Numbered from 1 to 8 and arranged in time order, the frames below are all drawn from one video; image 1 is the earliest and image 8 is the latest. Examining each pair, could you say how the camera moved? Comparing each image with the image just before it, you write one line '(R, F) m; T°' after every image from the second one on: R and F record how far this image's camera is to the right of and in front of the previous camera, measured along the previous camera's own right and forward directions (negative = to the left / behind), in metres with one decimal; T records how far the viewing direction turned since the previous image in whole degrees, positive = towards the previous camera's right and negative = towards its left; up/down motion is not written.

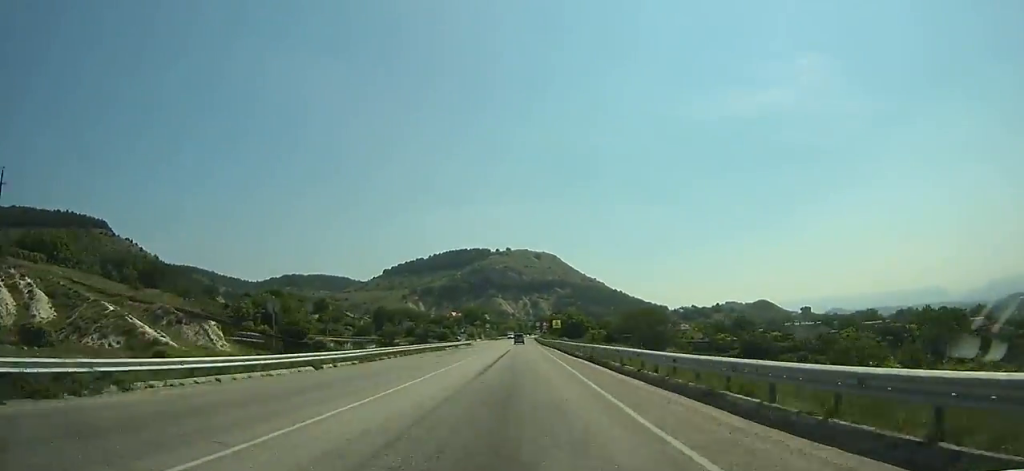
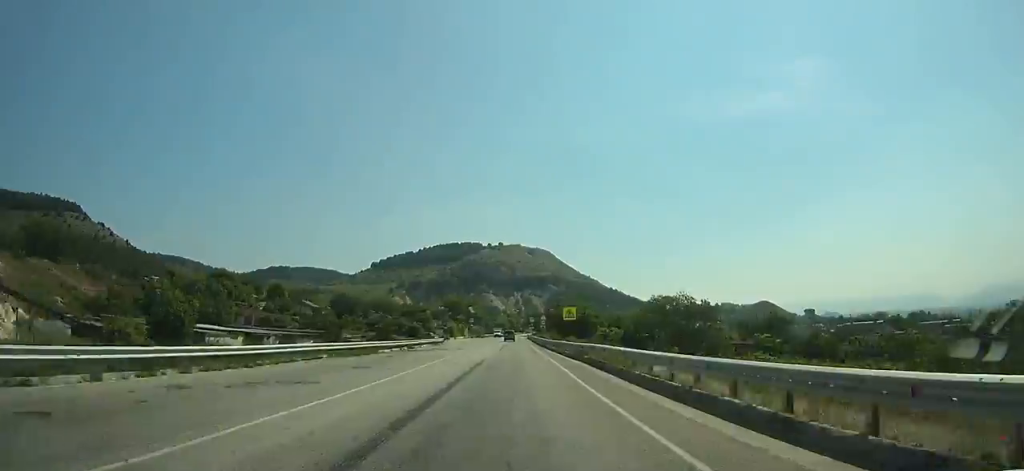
(+0.3, +28.0) m; 0°
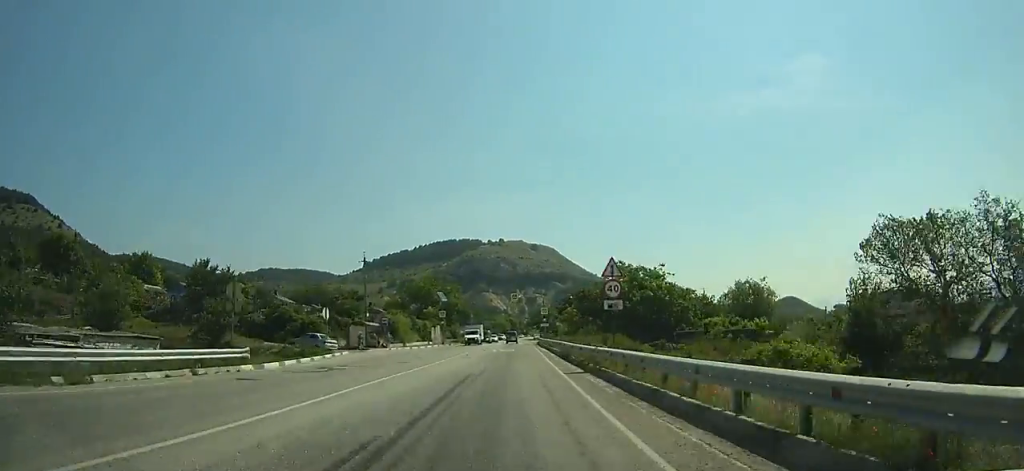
(+0.2, +58.6) m; 0°
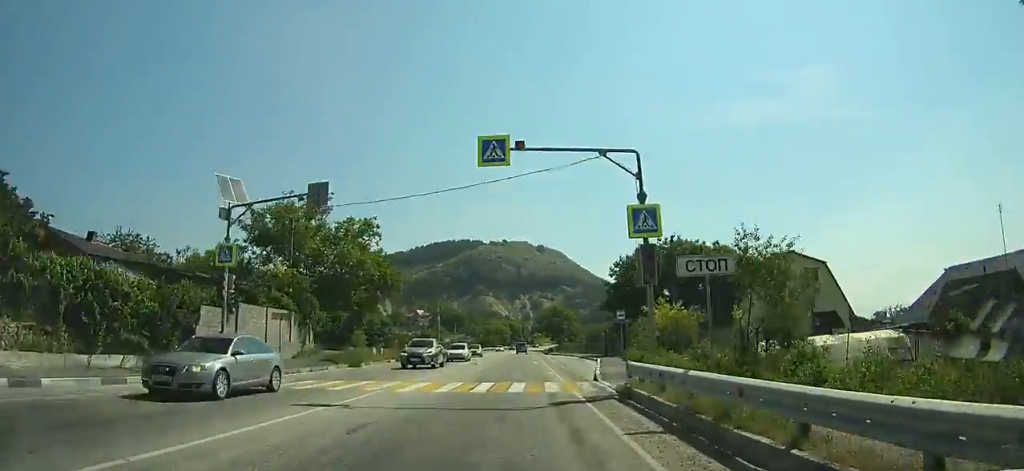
(-0.1, +68.3) m; 0°
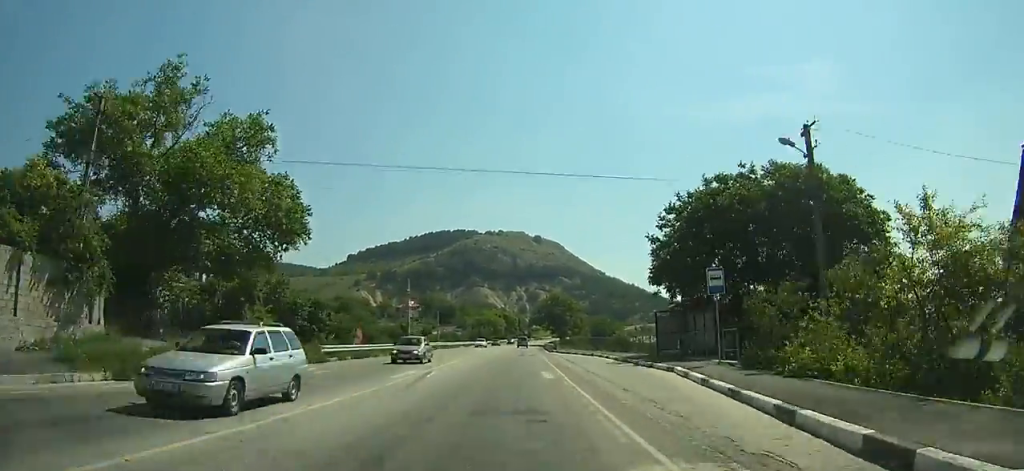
(0.0, +21.7) m; 0°
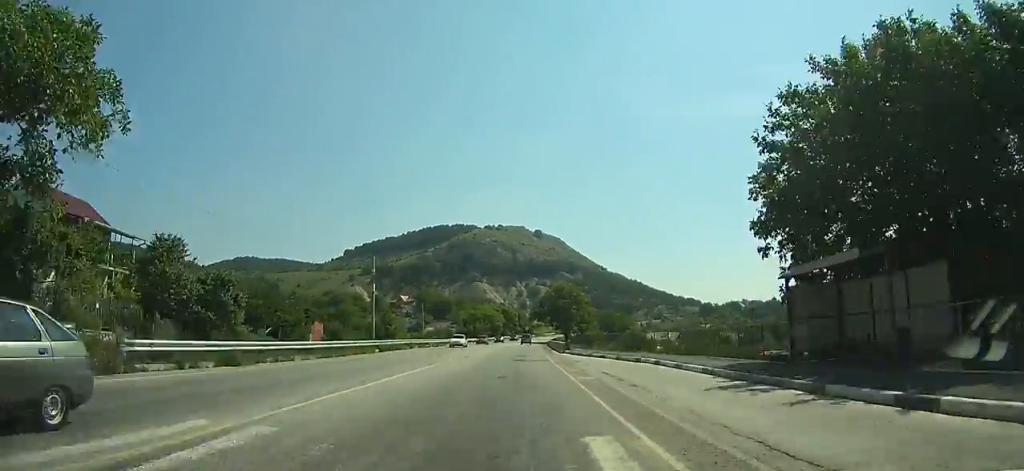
(0.0, +16.6) m; 0°
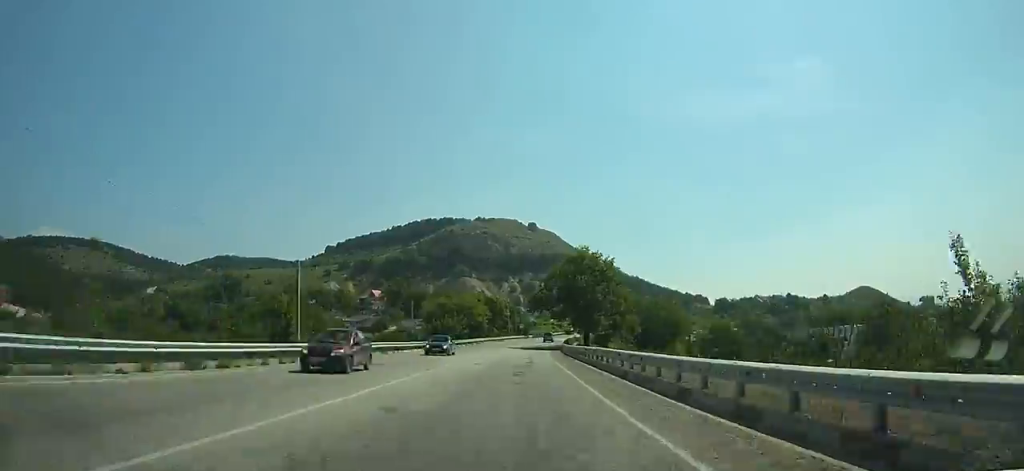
(0.0, +47.8) m; +1°
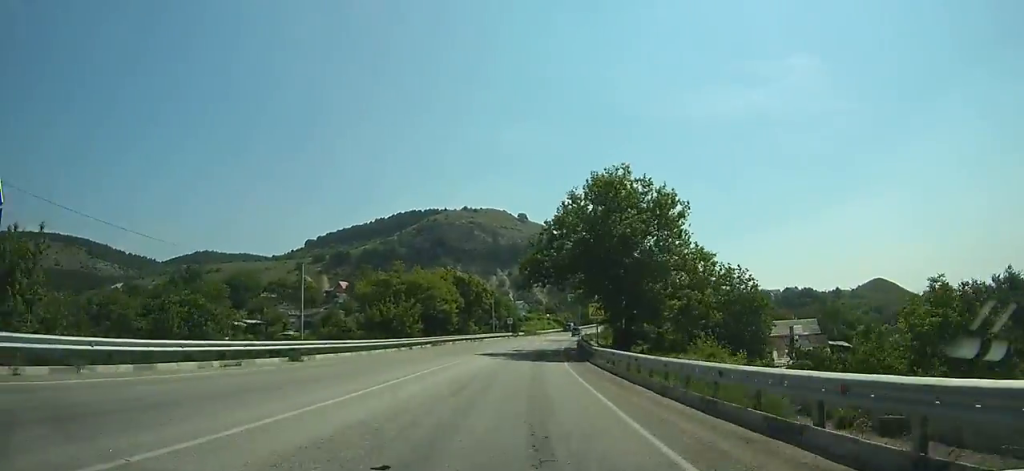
(+0.3, +33.4) m; +2°
